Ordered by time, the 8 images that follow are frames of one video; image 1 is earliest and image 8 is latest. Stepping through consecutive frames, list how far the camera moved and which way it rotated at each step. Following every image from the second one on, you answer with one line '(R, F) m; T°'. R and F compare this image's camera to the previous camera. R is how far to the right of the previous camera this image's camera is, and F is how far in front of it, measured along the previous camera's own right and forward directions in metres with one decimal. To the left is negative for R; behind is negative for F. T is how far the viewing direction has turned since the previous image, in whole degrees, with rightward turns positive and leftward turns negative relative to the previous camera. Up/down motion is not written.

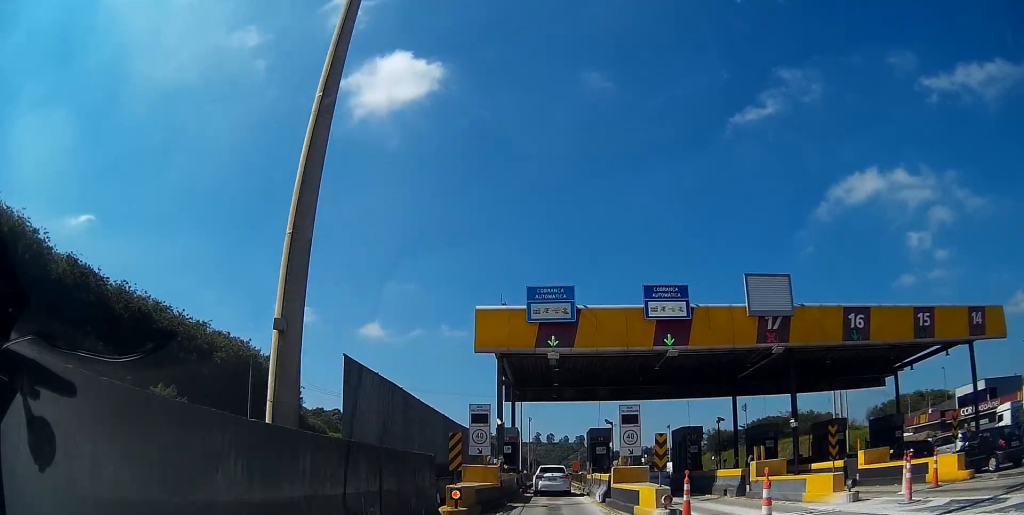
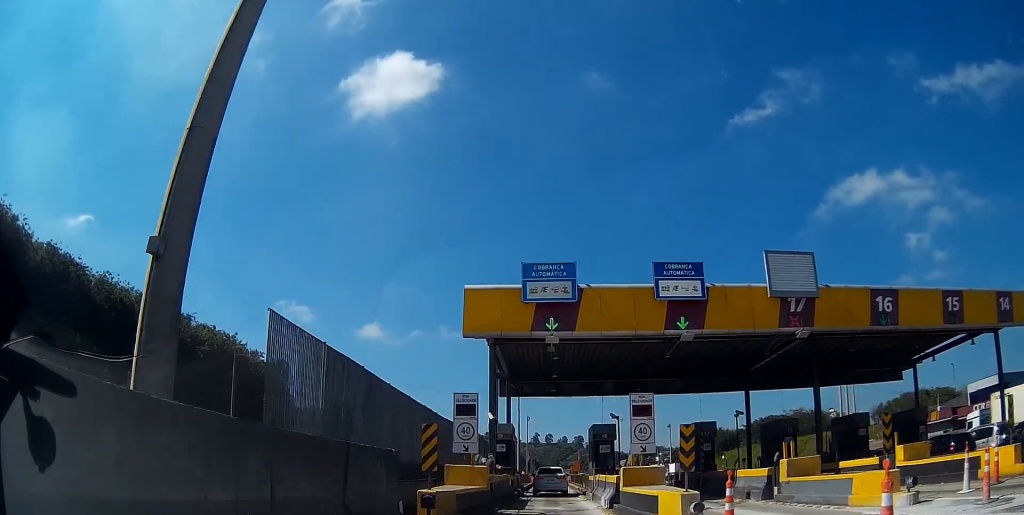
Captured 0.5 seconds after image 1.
(0.0, +2.8) m; 0°
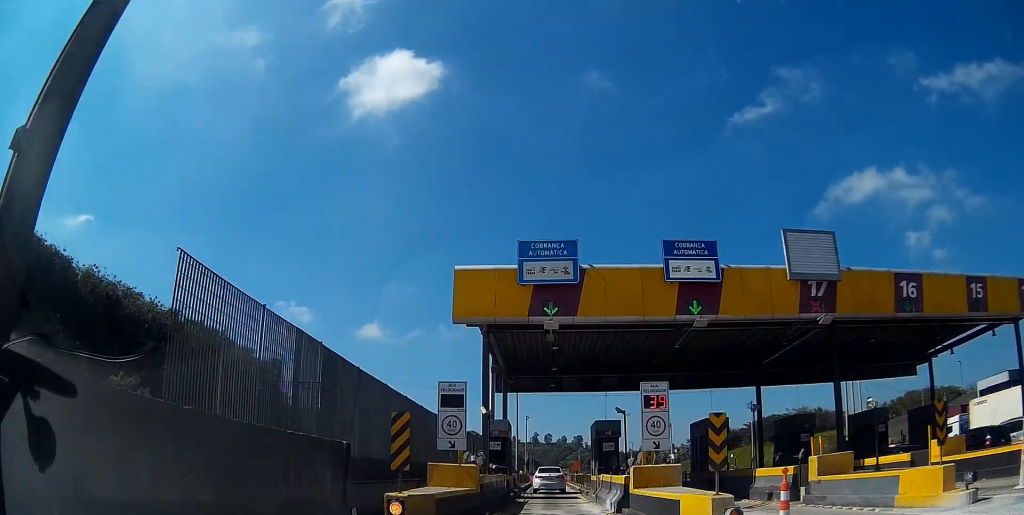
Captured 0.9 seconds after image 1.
(0.0, +2.1) m; 0°
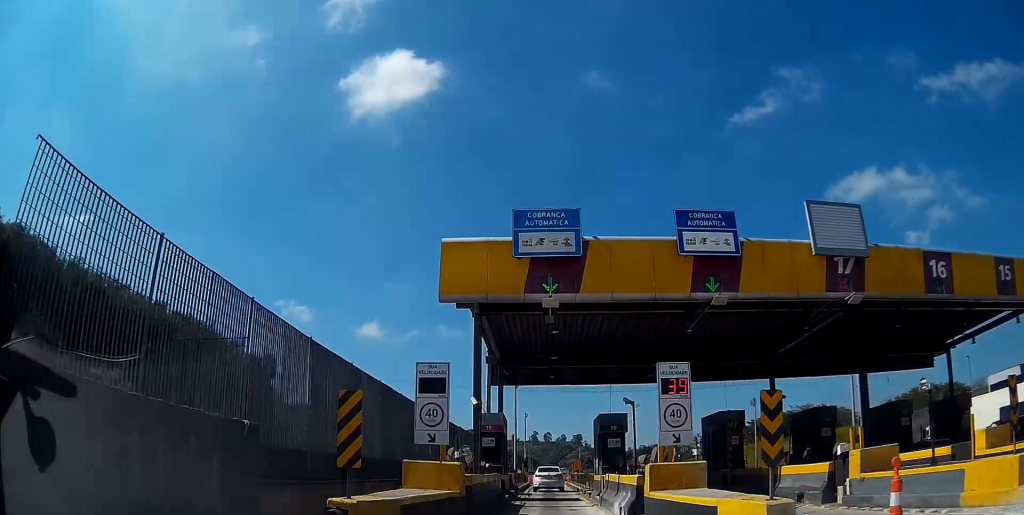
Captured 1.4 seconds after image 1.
(0.0, +2.3) m; 0°
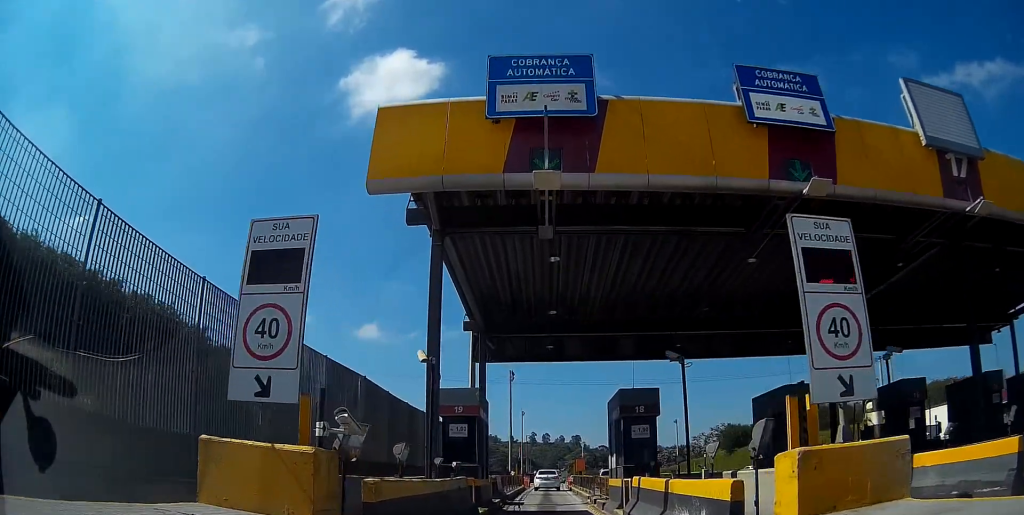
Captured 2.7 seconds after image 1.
(-0.1, +7.7) m; 0°
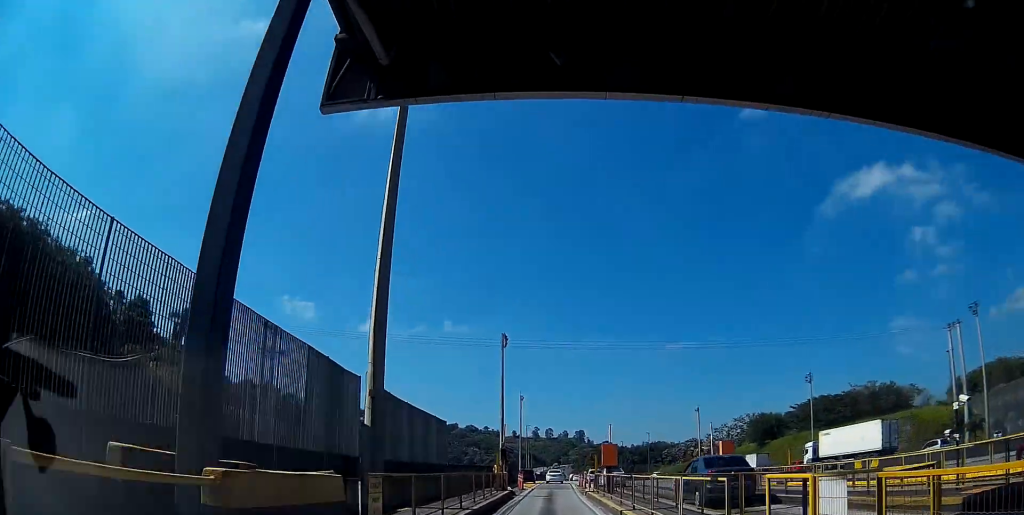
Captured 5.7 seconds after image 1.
(+0.8, +18.1) m; +2°
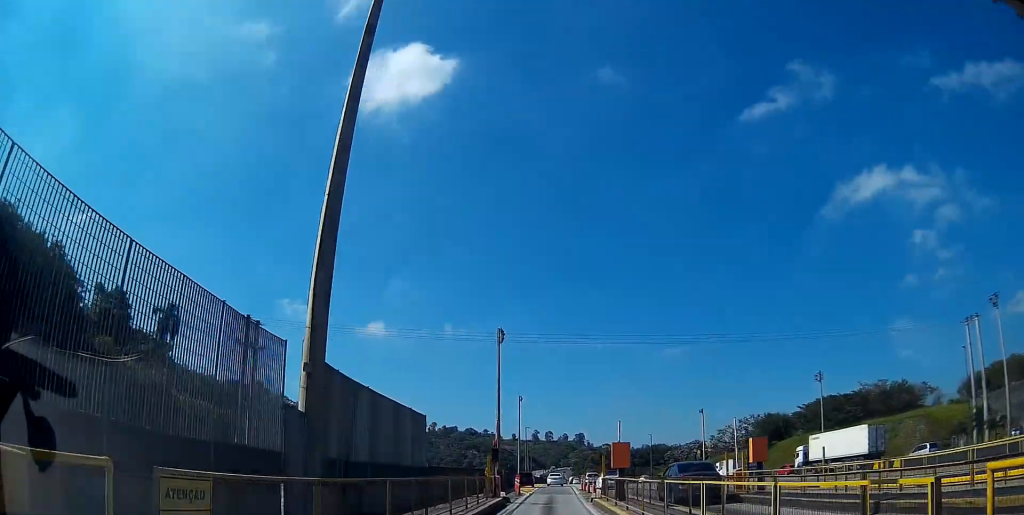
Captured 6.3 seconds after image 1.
(+0.1, +3.3) m; -3°
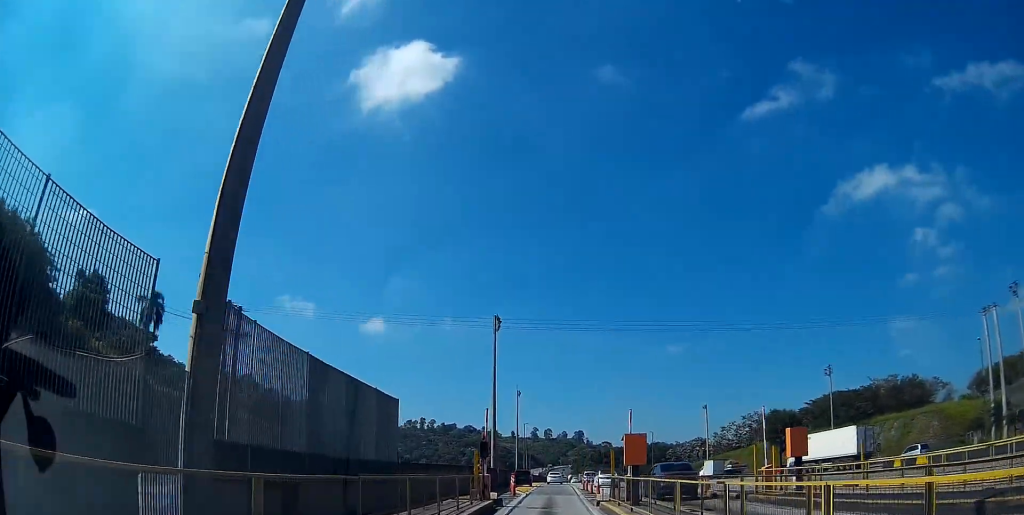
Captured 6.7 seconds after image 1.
(-0.2, +3.1) m; -1°
